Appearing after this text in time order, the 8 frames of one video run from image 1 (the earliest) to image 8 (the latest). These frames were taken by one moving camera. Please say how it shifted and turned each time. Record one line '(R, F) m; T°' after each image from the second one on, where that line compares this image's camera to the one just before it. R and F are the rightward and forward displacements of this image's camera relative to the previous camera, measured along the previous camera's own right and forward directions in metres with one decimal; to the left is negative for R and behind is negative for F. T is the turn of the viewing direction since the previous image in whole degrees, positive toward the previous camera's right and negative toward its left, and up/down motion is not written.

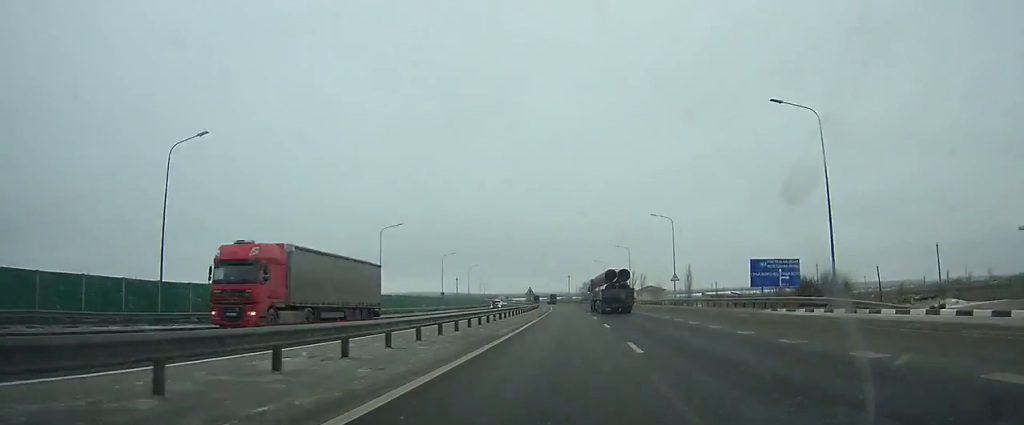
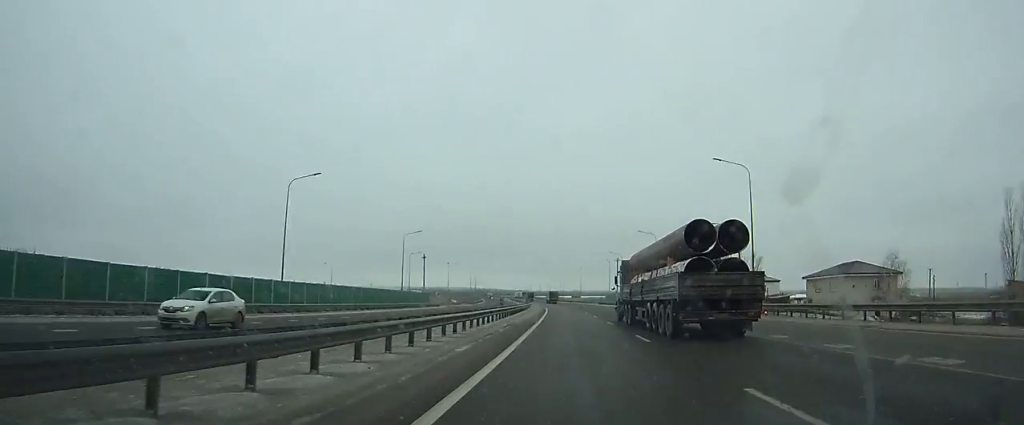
(-4.7, +151.9) m; -4°
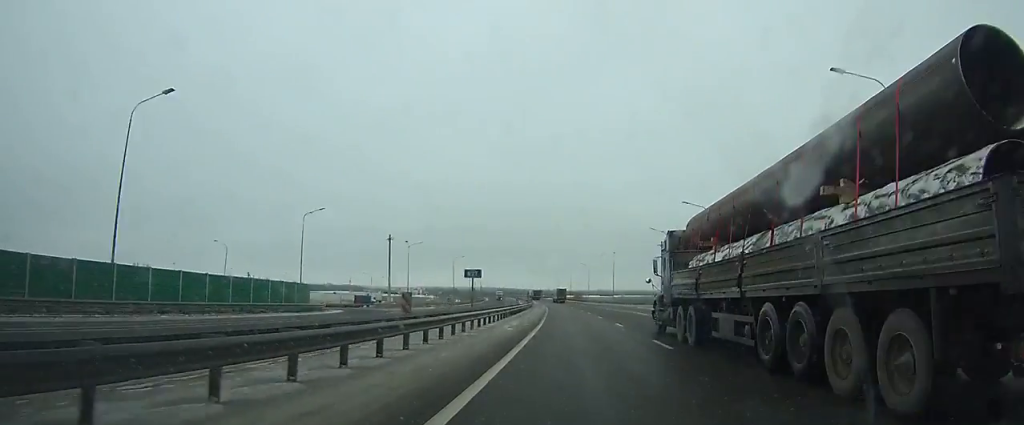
(-0.9, +61.6) m; -2°
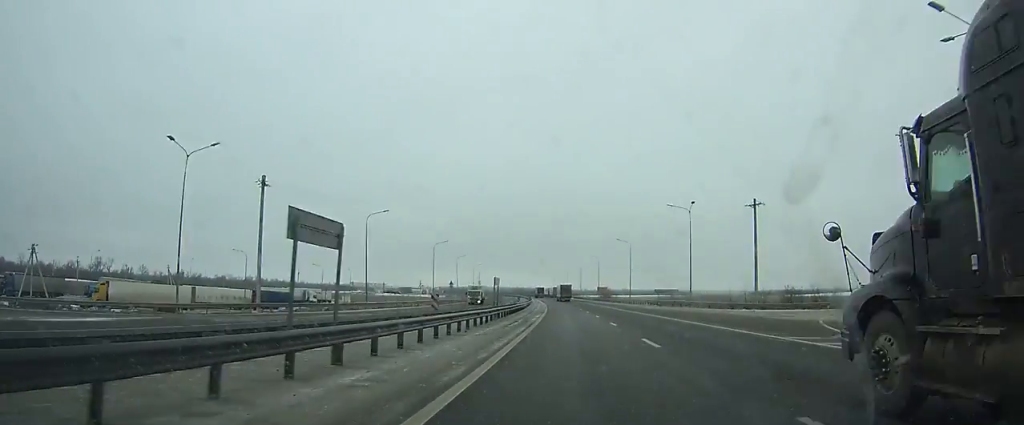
(-1.2, +72.3) m; -2°
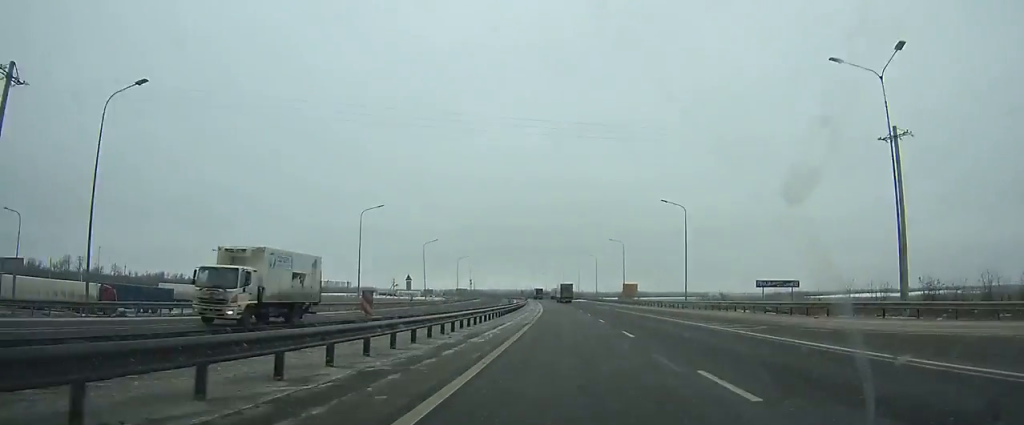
(-1.1, +46.6) m; -2°
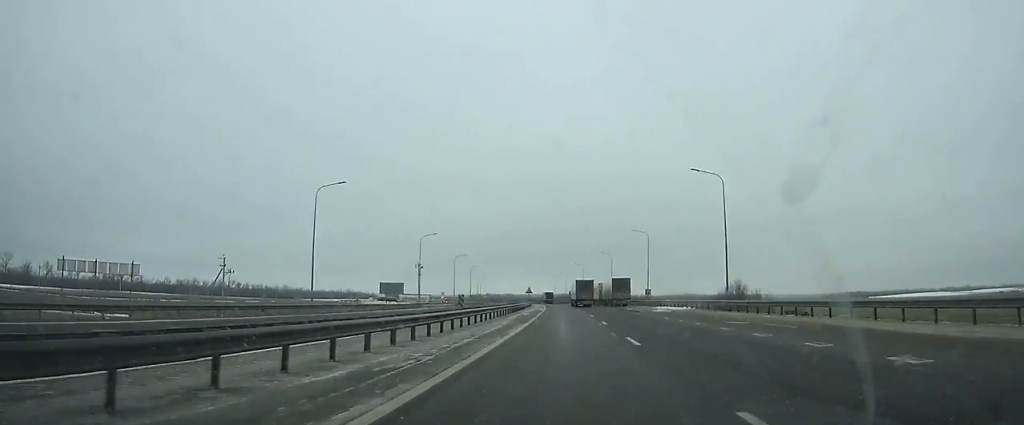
(-3.1, +106.0) m; -3°
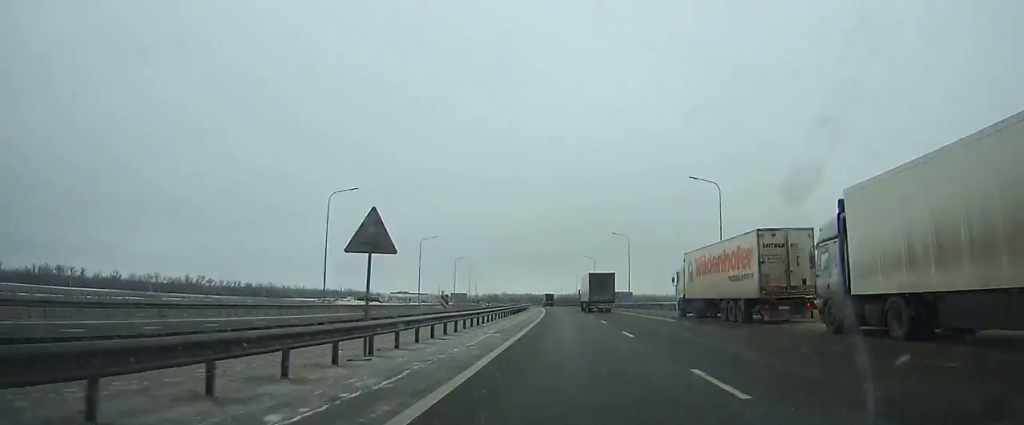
(-1.8, +82.8) m; -2°
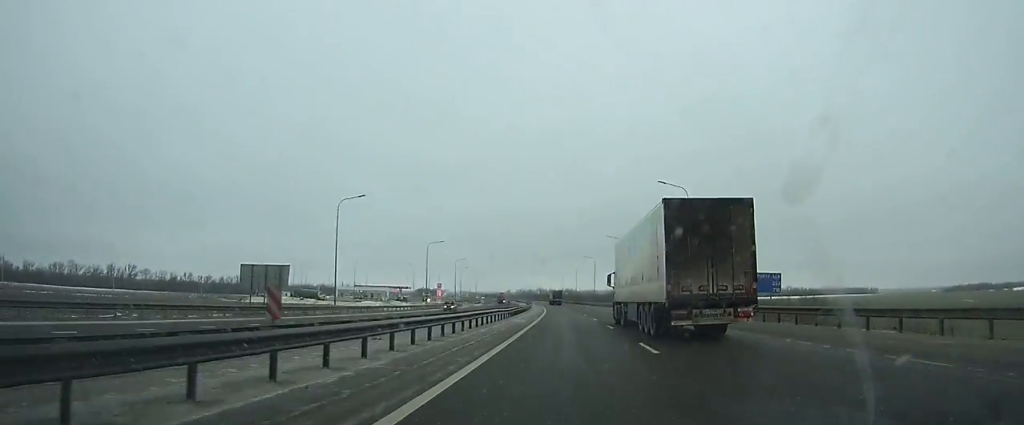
(-4.0, +120.8) m; -4°
